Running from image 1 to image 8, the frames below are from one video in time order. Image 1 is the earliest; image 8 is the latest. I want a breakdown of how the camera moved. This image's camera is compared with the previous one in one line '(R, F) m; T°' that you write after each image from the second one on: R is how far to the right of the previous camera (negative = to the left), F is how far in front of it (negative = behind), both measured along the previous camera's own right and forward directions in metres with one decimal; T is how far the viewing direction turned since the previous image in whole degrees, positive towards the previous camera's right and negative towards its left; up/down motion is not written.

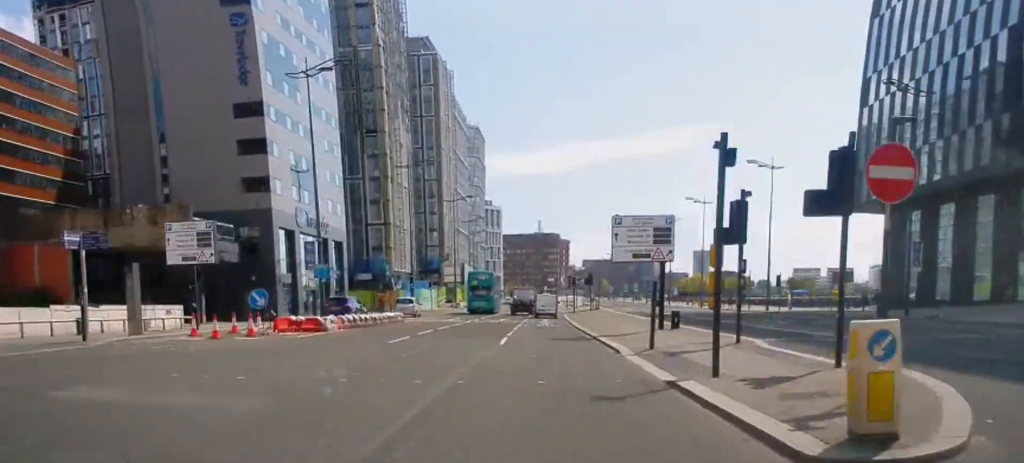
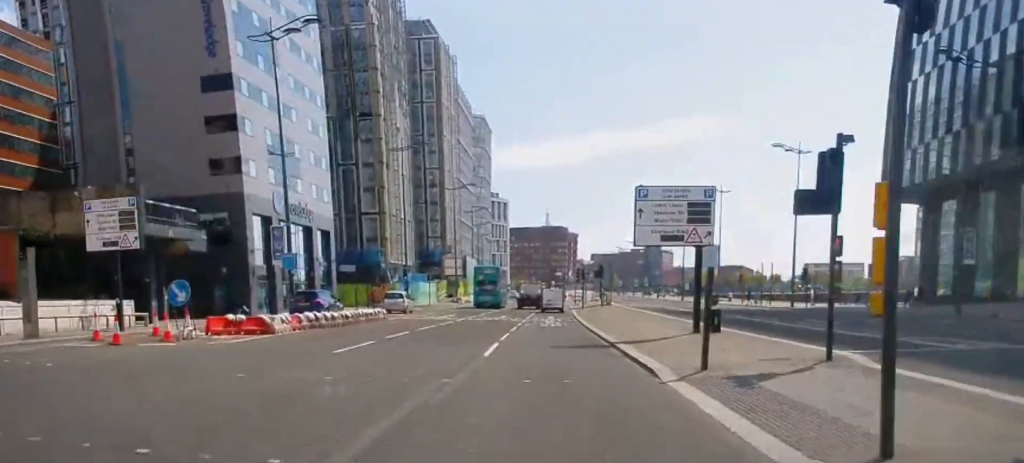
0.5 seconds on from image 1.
(+0.1, +6.7) m; -1°
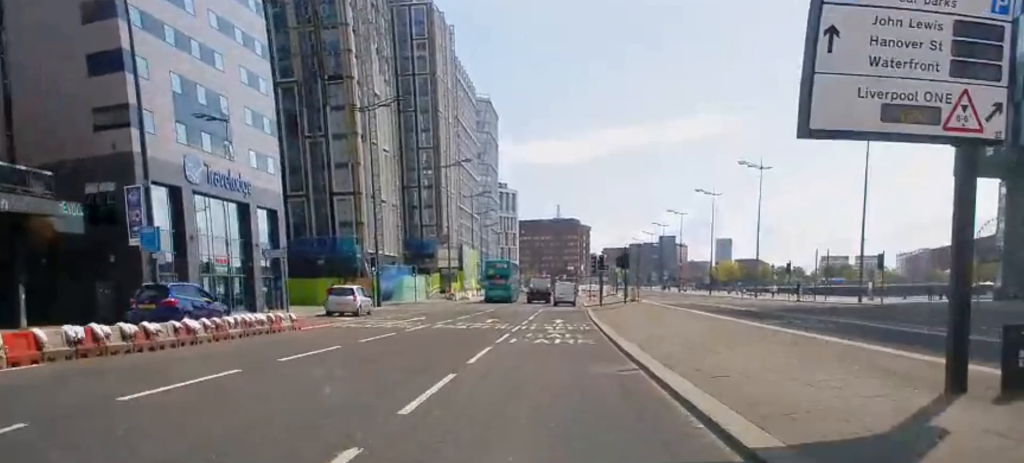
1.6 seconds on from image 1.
(-0.4, +15.2) m; -1°
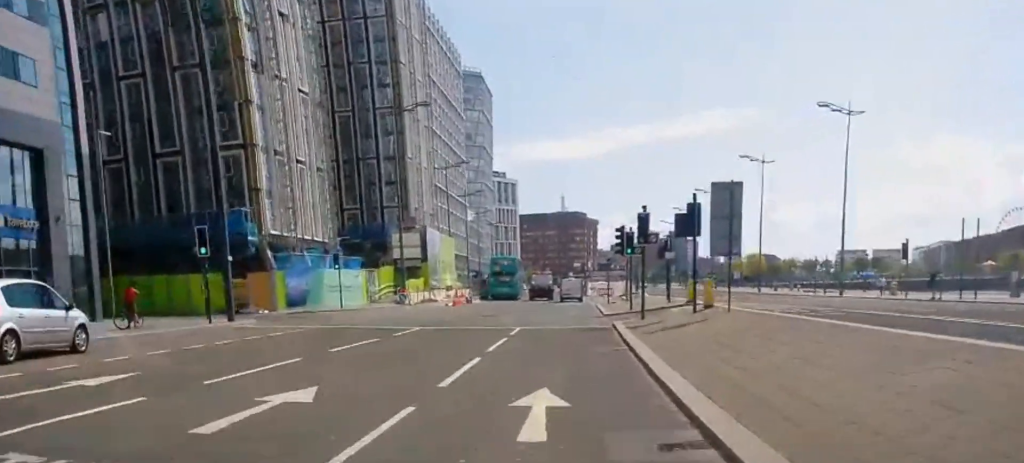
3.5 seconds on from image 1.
(+0.3, +27.5) m; 0°
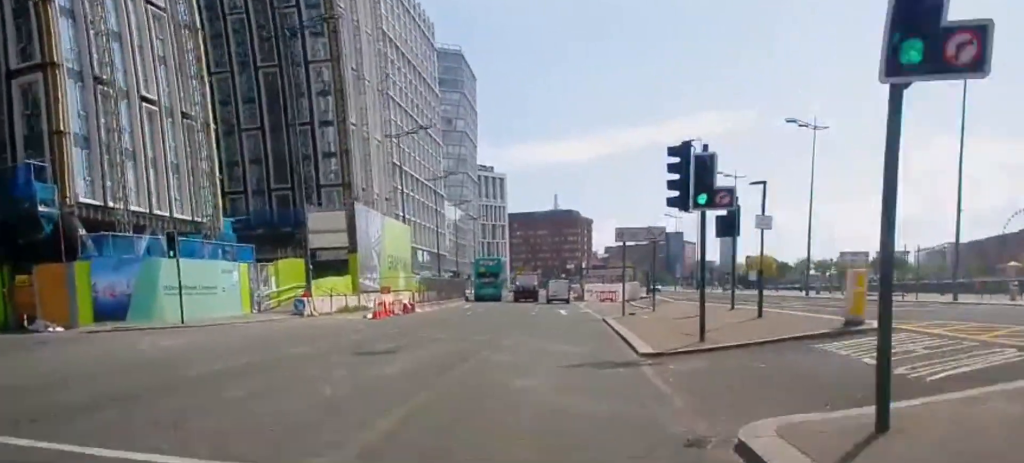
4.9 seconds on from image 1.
(-0.5, +20.3) m; -2°
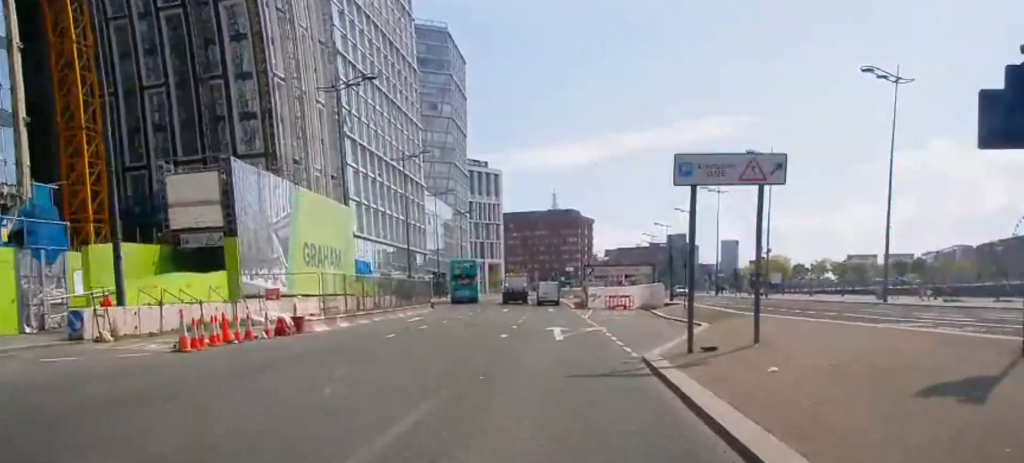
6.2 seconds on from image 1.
(+0.2, +18.0) m; +2°
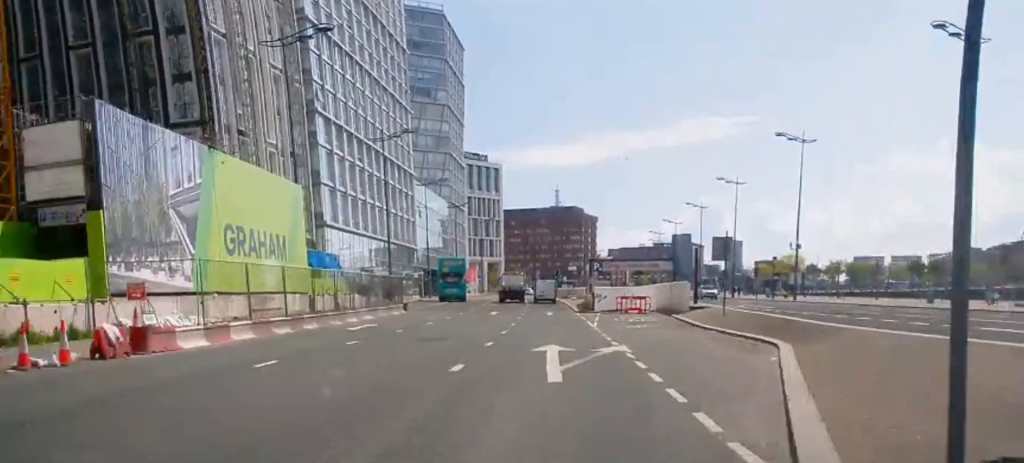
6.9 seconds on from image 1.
(+0.2, +10.2) m; 0°
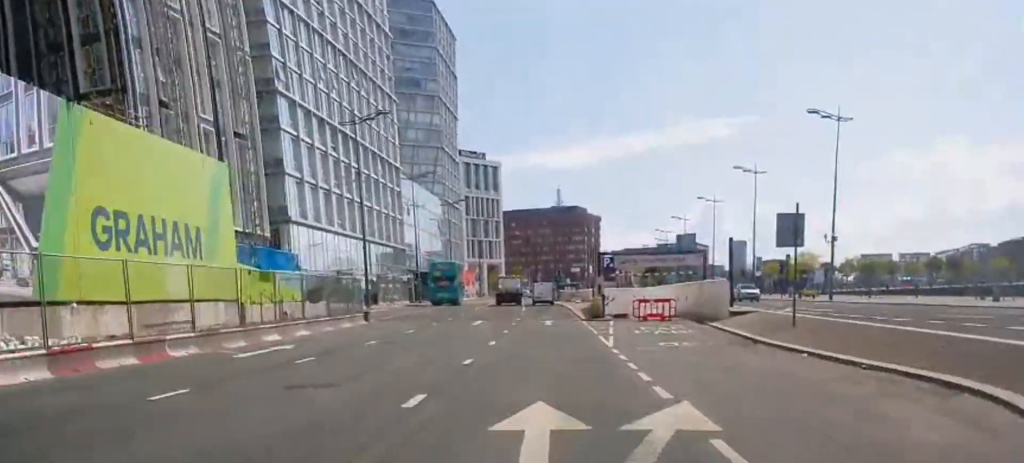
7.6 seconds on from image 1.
(+0.1, +9.1) m; -1°
